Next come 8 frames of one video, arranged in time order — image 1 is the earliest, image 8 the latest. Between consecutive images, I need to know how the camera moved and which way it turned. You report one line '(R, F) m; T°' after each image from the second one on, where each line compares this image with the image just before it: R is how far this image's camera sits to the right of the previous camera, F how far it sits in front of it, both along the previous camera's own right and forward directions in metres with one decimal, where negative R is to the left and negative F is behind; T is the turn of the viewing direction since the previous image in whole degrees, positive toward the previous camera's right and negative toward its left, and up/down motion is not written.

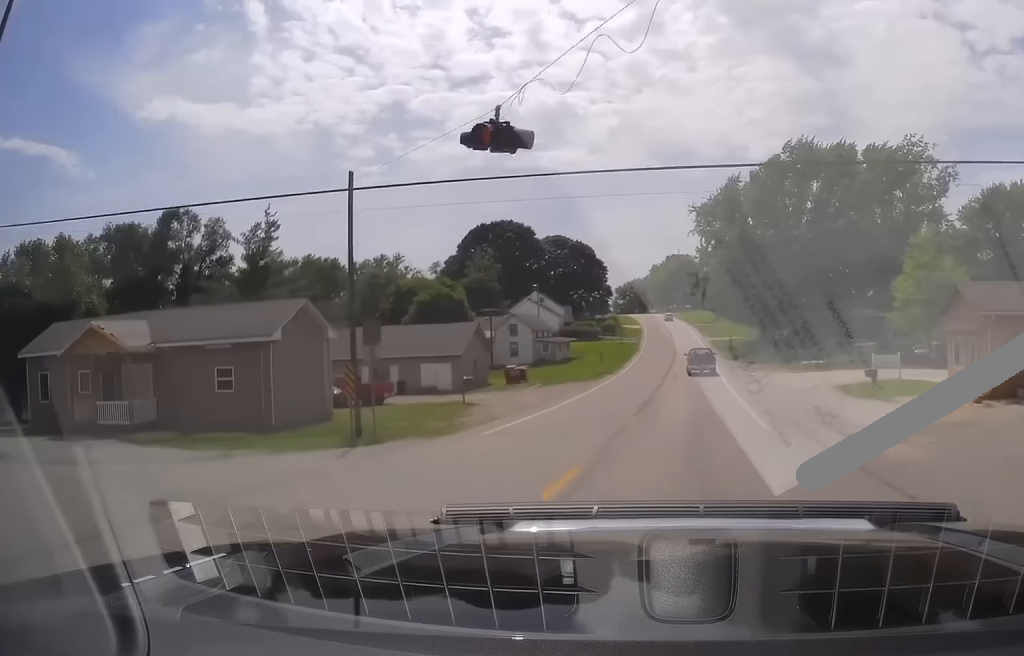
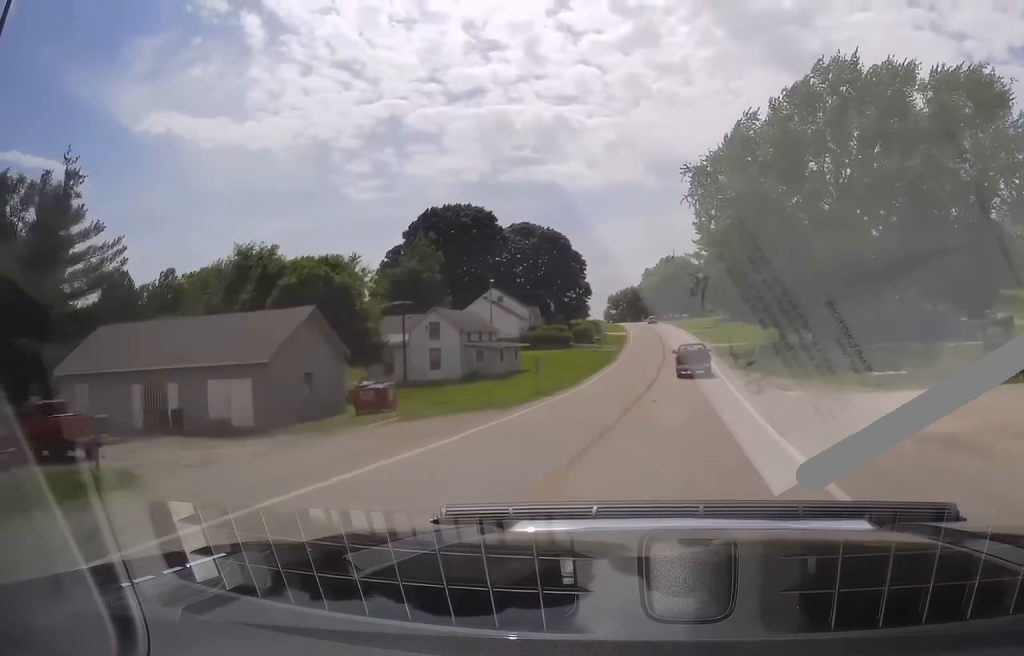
(-0.6, +25.5) m; -1°
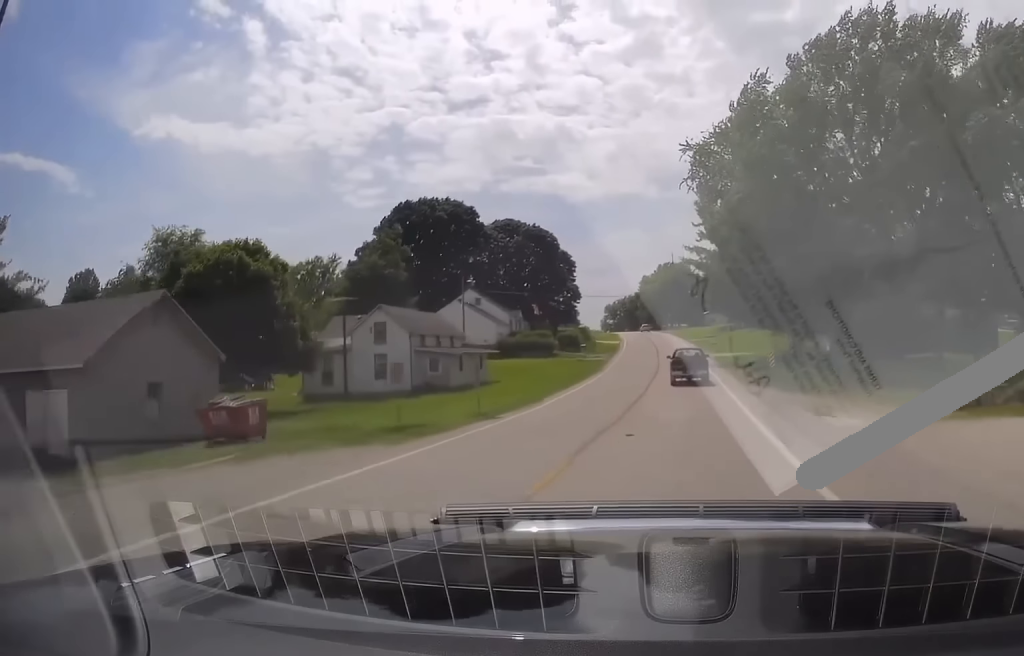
(-0.1, +10.6) m; 0°
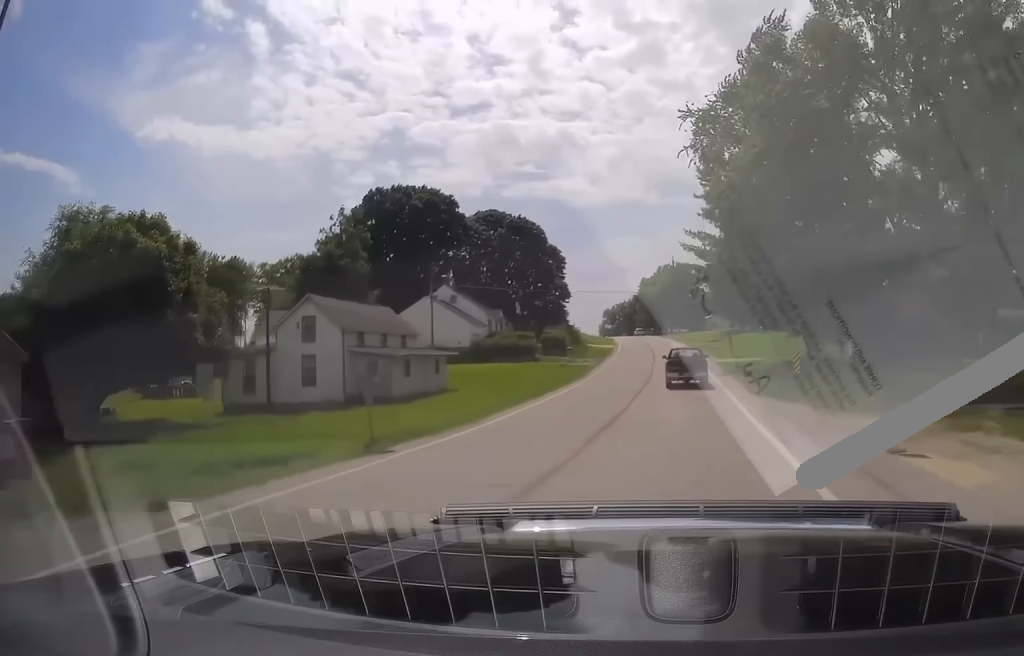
(+0.1, +10.0) m; 0°
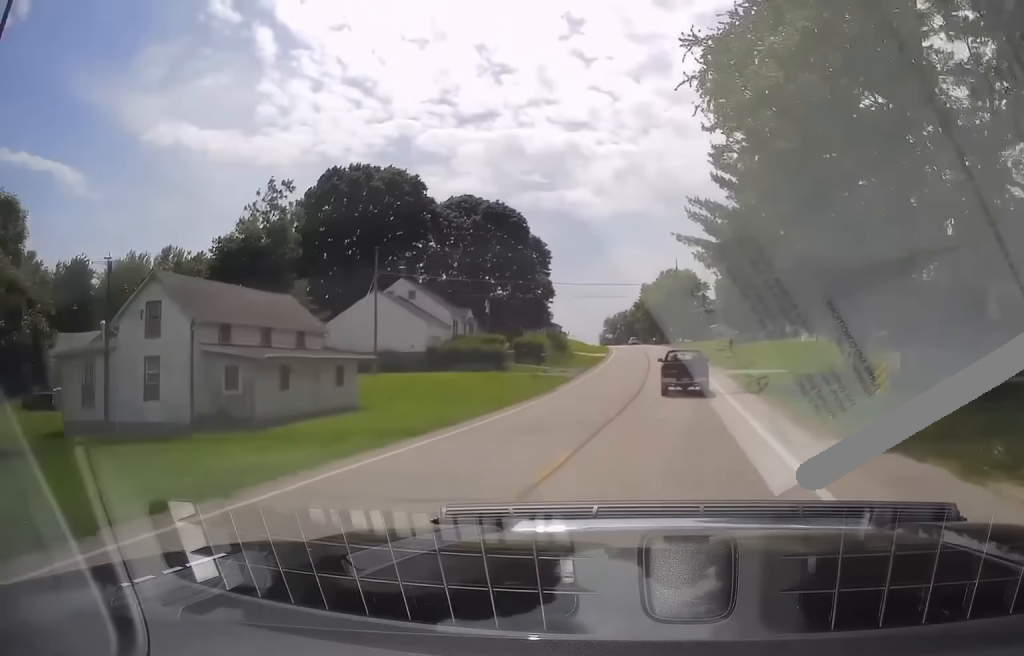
(+0.1, +13.7) m; +1°
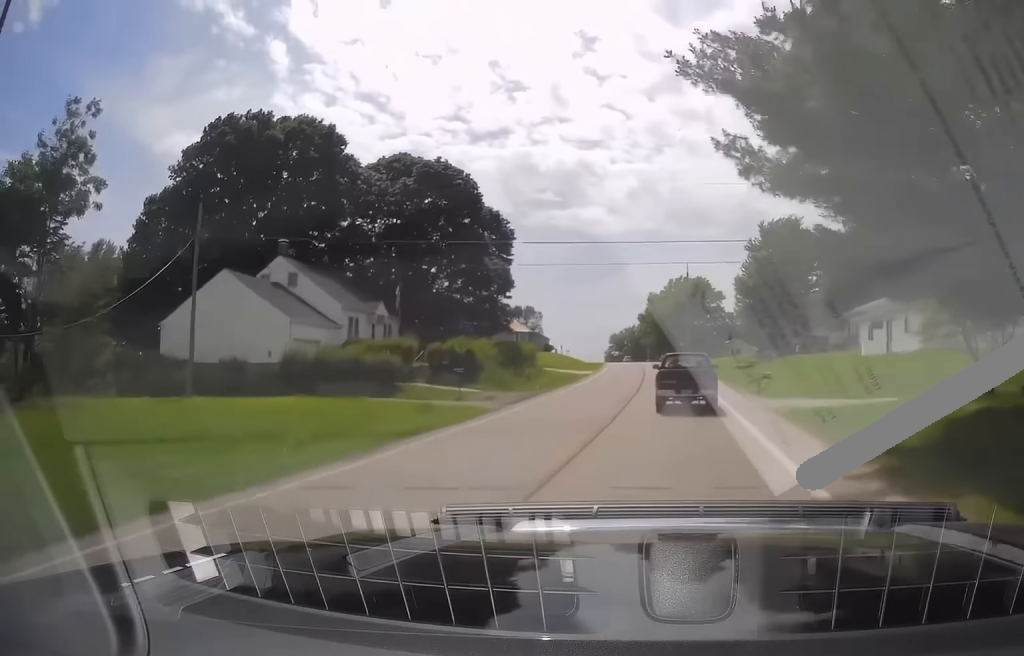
(0.0, +24.0) m; -1°
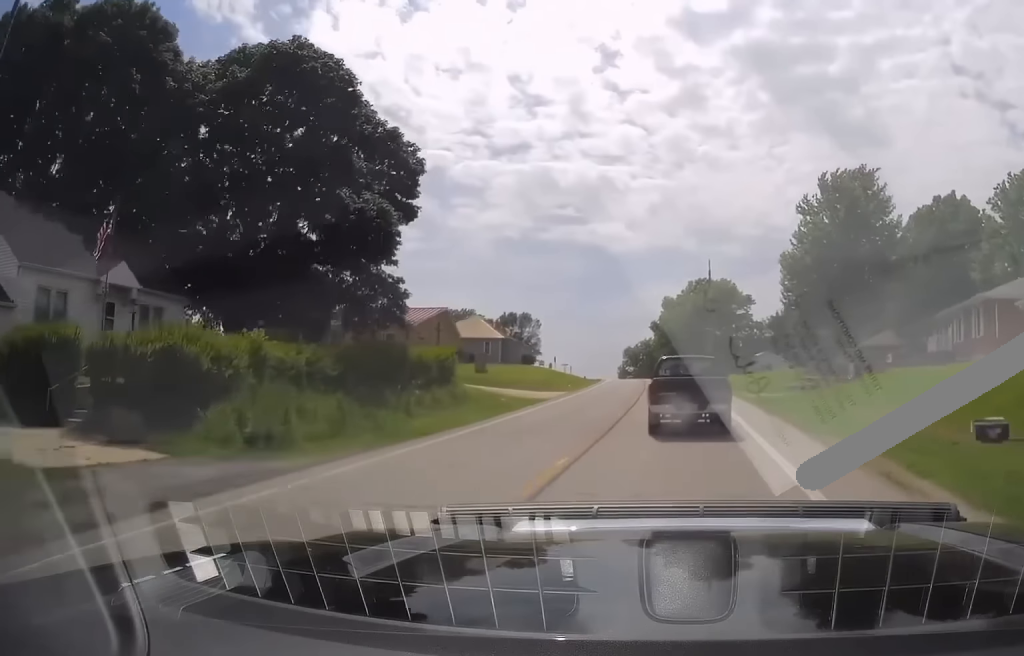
(-0.9, +26.8) m; -3°
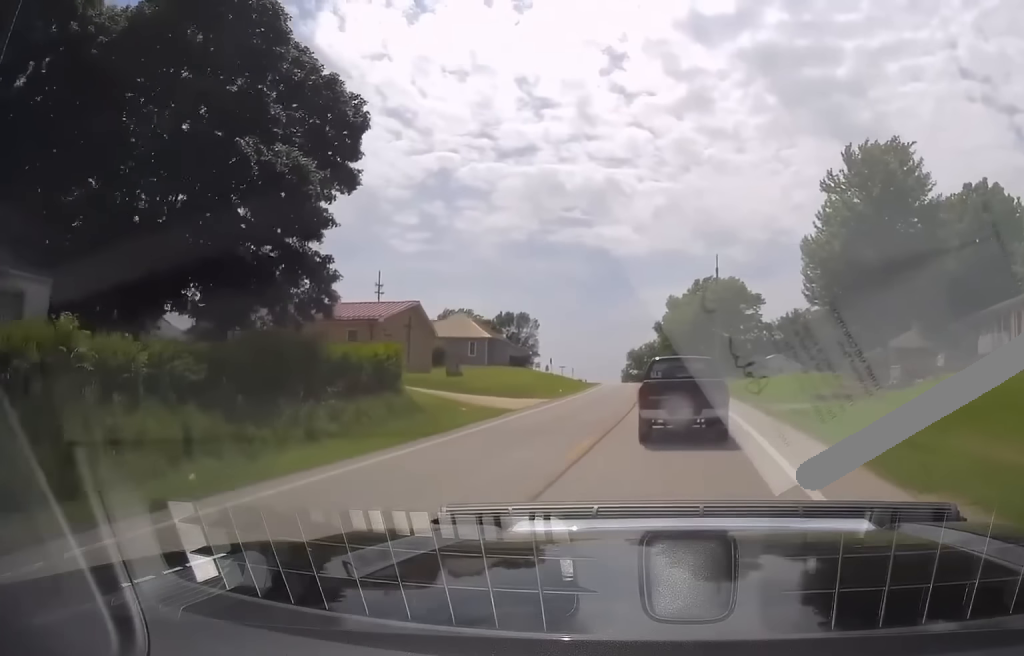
(0.0, +7.9) m; 0°
